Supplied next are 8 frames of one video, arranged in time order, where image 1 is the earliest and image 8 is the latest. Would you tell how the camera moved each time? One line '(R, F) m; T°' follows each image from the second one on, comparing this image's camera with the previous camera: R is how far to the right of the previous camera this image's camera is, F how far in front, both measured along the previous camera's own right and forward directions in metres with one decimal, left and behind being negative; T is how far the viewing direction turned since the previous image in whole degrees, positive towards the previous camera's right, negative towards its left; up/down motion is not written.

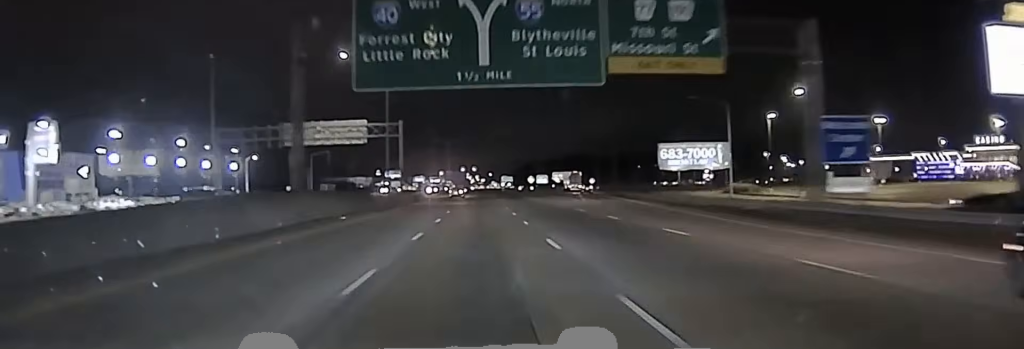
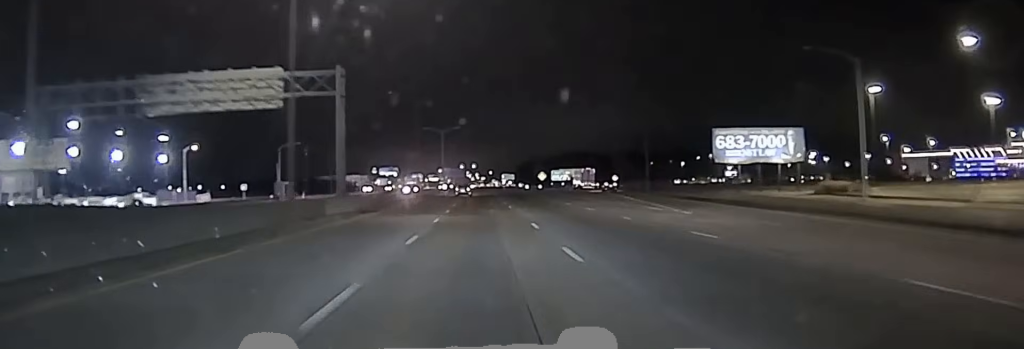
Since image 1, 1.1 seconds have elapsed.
(+0.2, +41.4) m; 0°
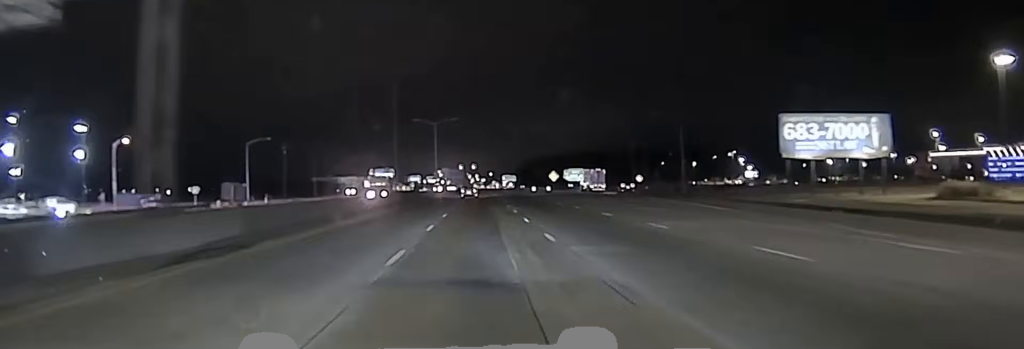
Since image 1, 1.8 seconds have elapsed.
(-0.2, +28.8) m; 0°
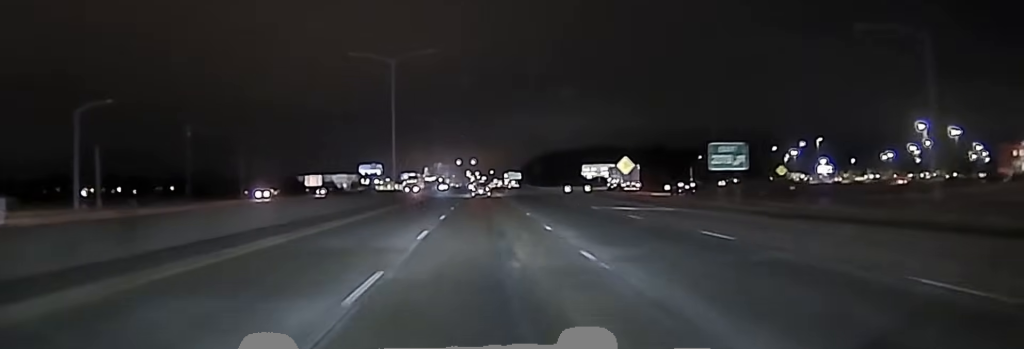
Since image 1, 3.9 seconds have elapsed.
(+1.1, +78.0) m; 0°
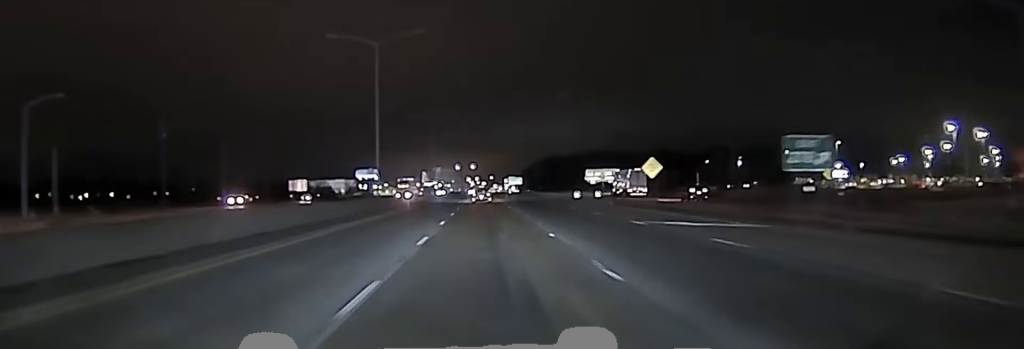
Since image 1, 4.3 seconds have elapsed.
(+0.1, +16.0) m; 0°
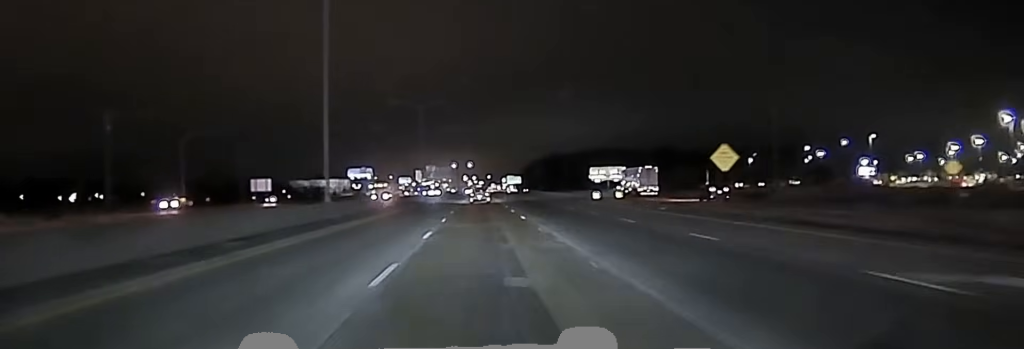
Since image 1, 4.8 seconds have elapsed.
(-0.3, +18.5) m; 0°
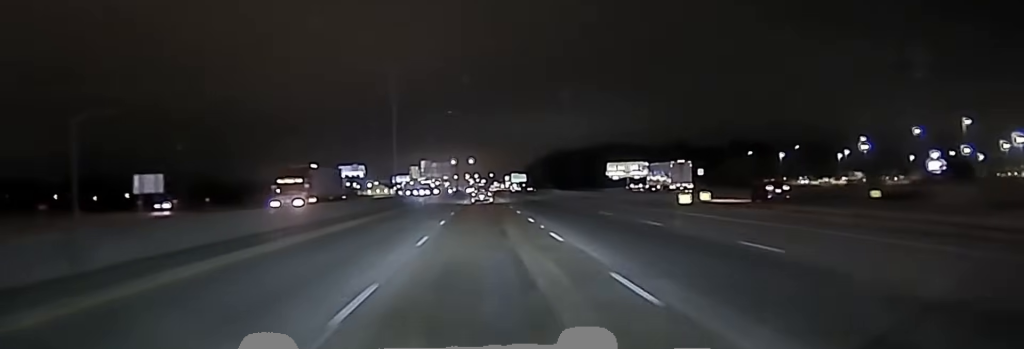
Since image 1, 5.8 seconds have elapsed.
(-0.2, +41.5) m; -1°
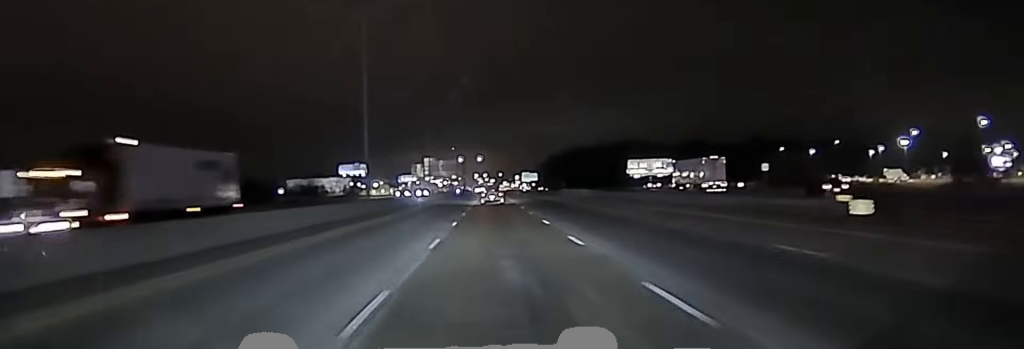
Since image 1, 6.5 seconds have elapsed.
(-0.1, +24.9) m; 0°
